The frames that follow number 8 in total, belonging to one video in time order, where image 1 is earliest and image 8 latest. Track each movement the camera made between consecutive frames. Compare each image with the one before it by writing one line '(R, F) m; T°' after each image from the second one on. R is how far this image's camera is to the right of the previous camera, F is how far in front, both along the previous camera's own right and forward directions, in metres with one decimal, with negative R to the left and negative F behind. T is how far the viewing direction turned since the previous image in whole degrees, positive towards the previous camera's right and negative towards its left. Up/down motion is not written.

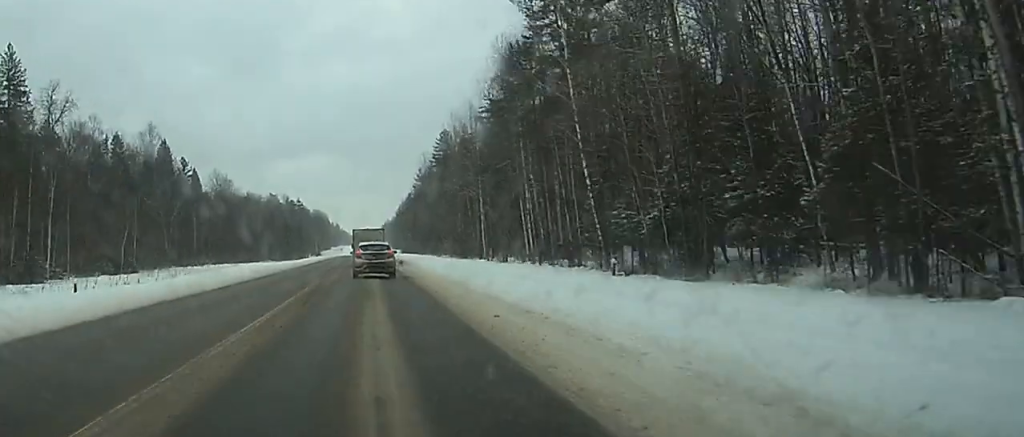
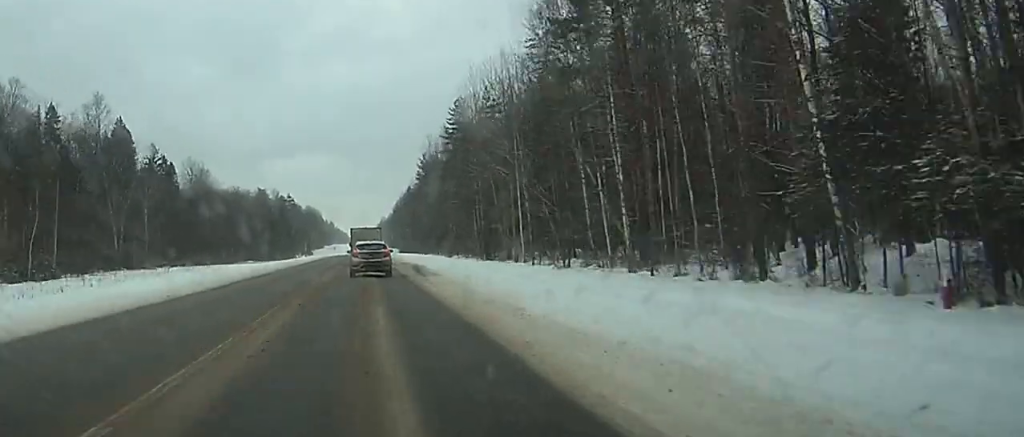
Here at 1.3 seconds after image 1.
(-0.3, +28.7) m; -3°
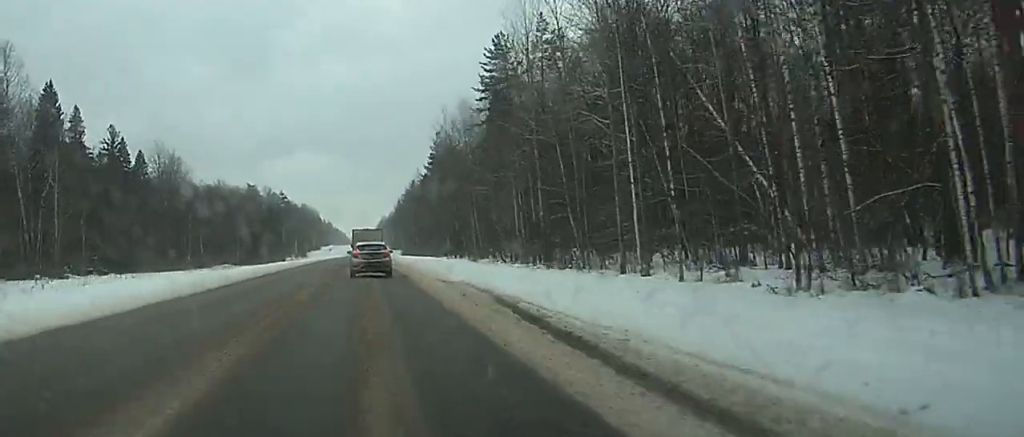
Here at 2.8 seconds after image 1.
(-0.2, +32.4) m; 0°
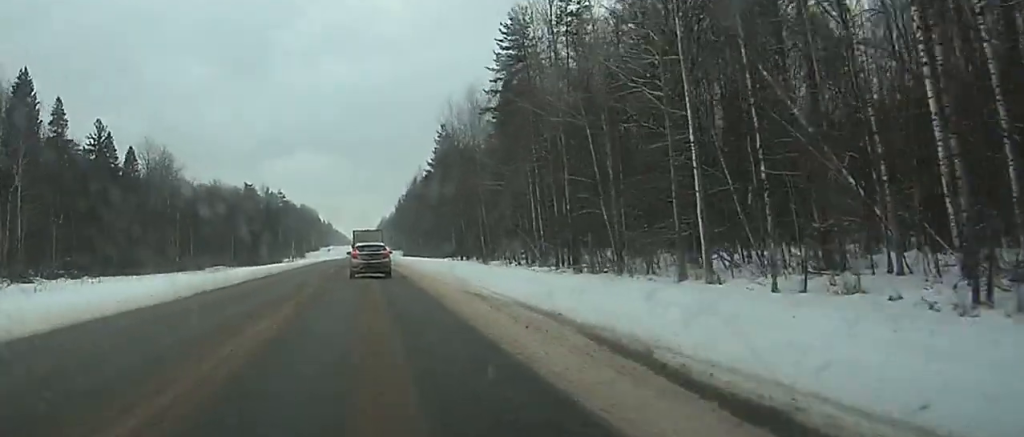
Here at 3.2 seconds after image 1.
(0.0, +8.6) m; 0°
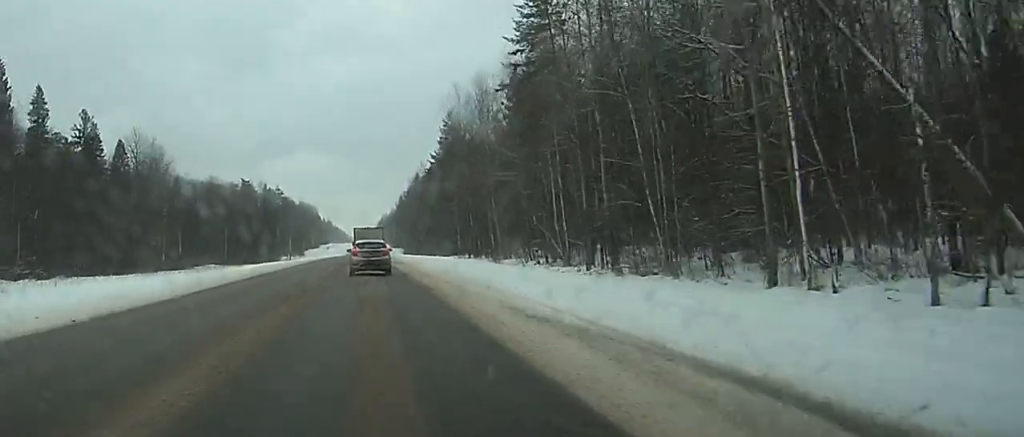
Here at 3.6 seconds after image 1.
(0.0, +8.6) m; 0°
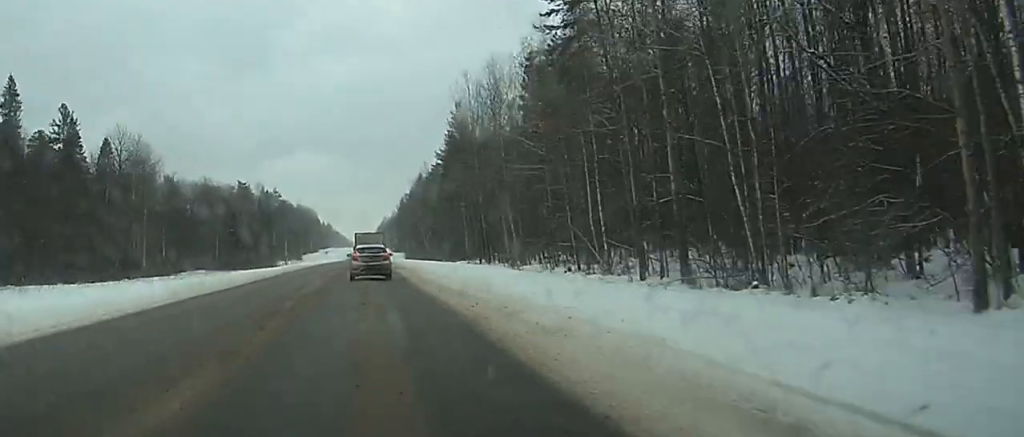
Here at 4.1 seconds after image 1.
(0.0, +10.8) m; 0°
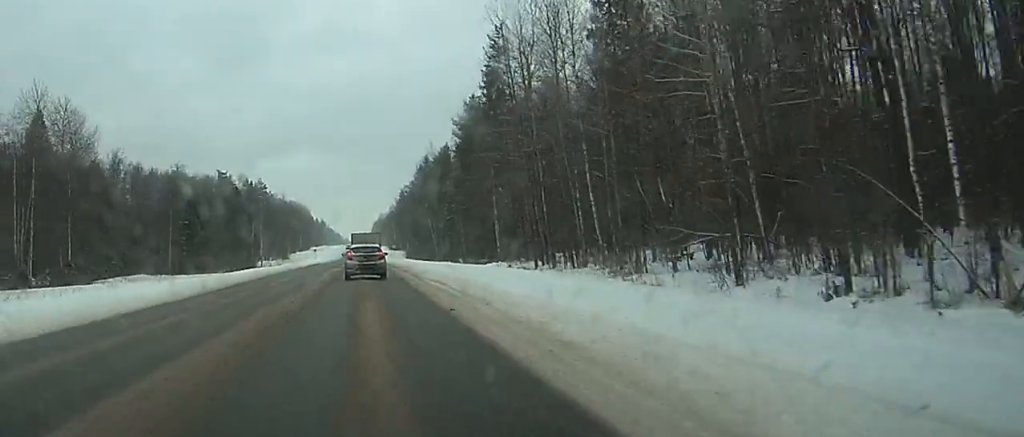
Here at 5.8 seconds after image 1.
(0.0, +35.8) m; 0°
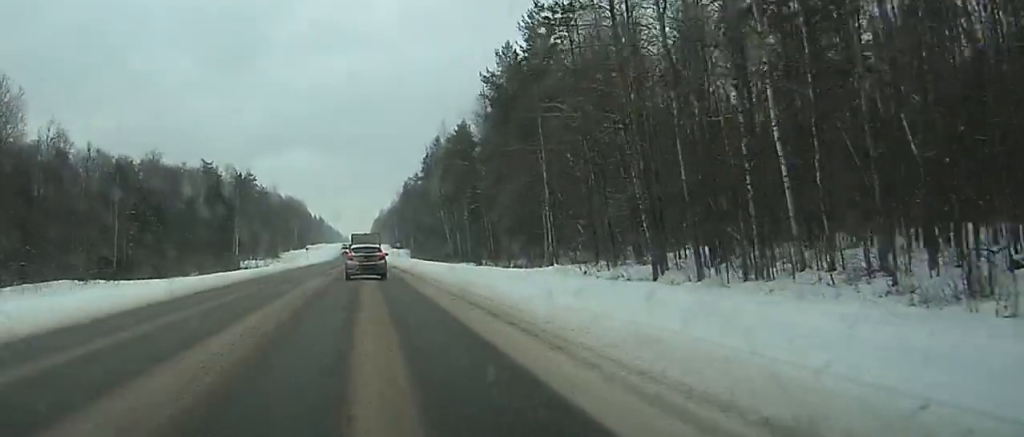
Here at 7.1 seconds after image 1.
(-0.1, +28.0) m; 0°
